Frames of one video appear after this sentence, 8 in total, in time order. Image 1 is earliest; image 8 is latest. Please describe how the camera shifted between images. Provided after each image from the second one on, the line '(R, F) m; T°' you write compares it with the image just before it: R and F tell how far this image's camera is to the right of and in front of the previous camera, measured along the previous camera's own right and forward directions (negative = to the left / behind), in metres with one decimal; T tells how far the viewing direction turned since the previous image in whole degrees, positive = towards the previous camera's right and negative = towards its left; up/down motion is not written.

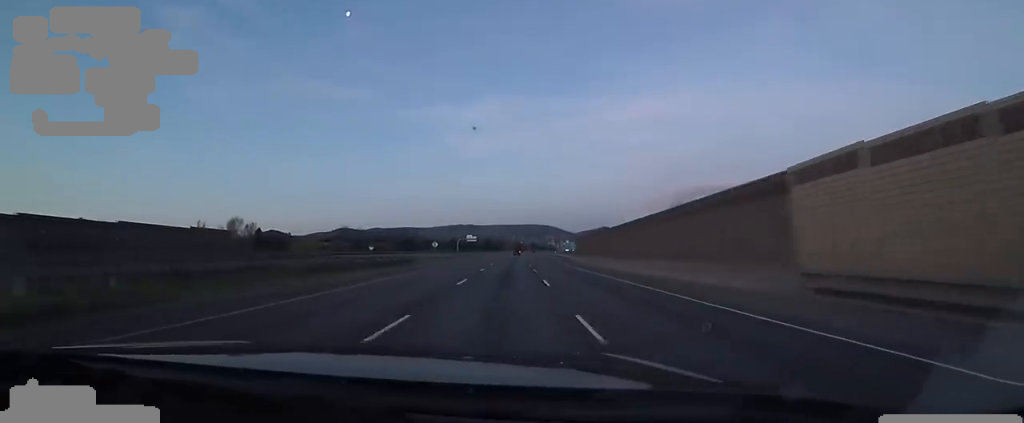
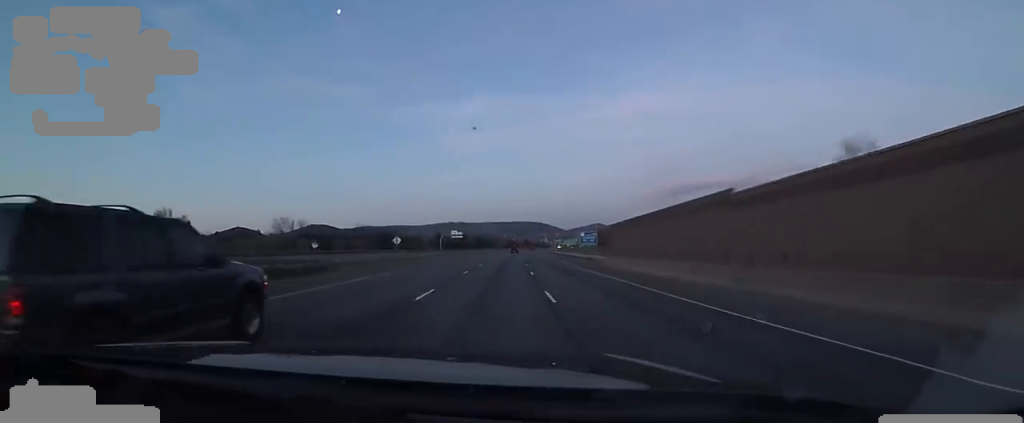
(-0.5, +30.6) m; +1°
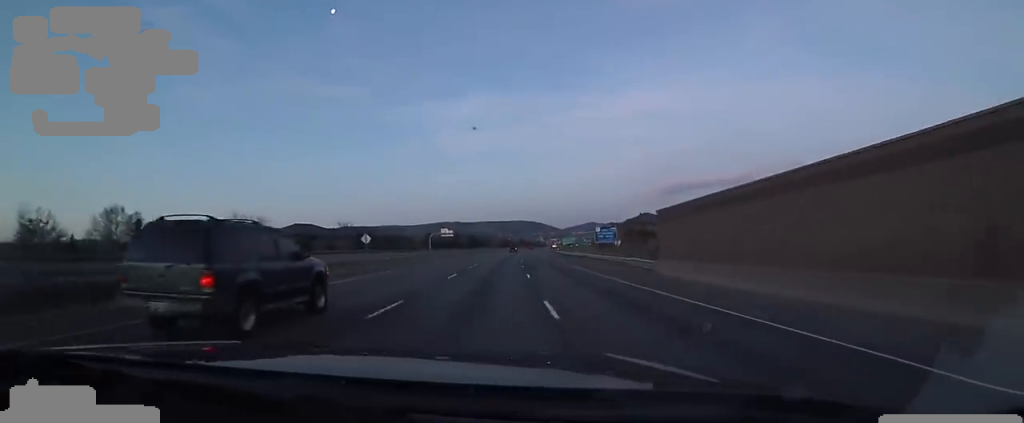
(-0.3, +15.4) m; +2°
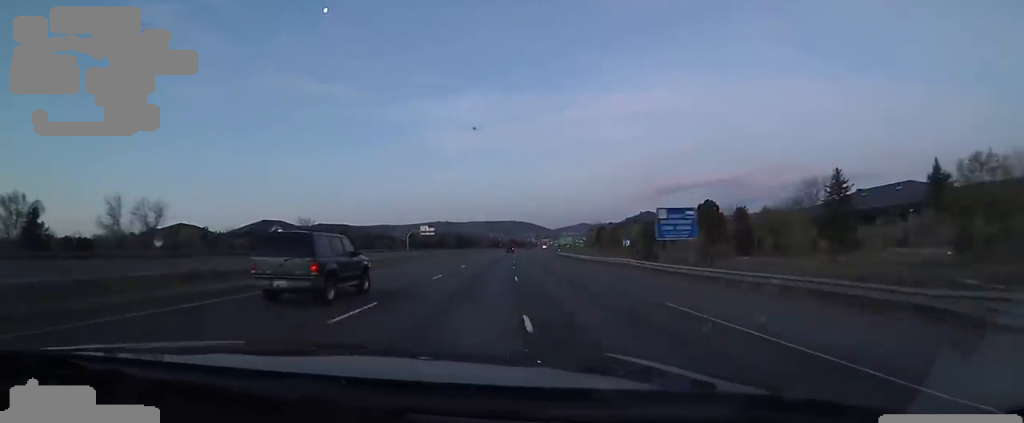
(+1.4, +25.1) m; 0°
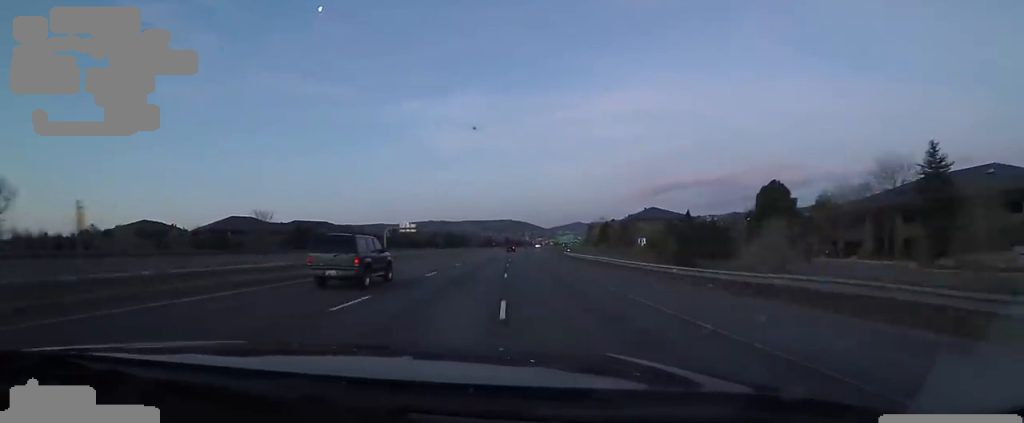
(-0.5, +23.3) m; 0°
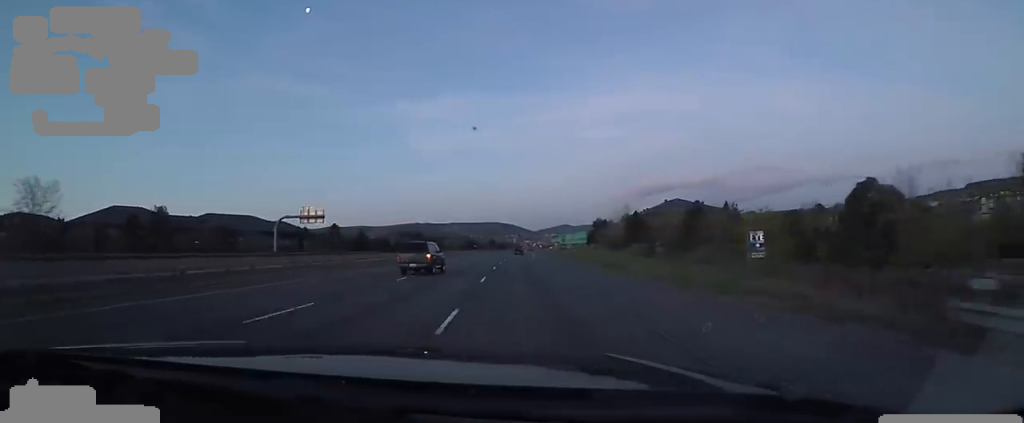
(+1.1, +64.4) m; +2°
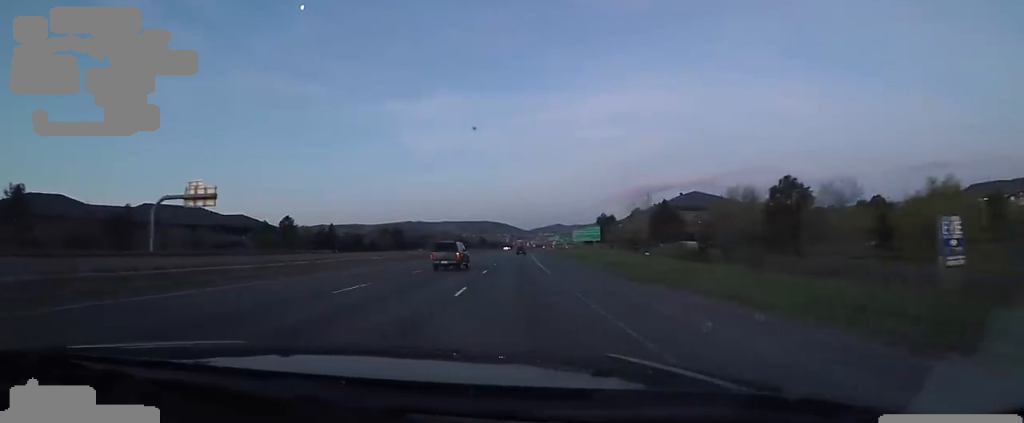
(0.0, +30.4) m; +1°
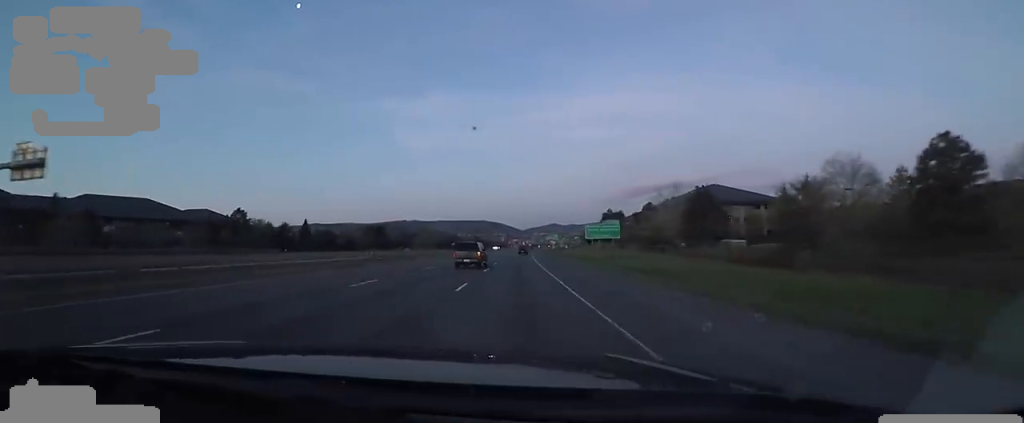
(+0.3, +22.3) m; +2°
